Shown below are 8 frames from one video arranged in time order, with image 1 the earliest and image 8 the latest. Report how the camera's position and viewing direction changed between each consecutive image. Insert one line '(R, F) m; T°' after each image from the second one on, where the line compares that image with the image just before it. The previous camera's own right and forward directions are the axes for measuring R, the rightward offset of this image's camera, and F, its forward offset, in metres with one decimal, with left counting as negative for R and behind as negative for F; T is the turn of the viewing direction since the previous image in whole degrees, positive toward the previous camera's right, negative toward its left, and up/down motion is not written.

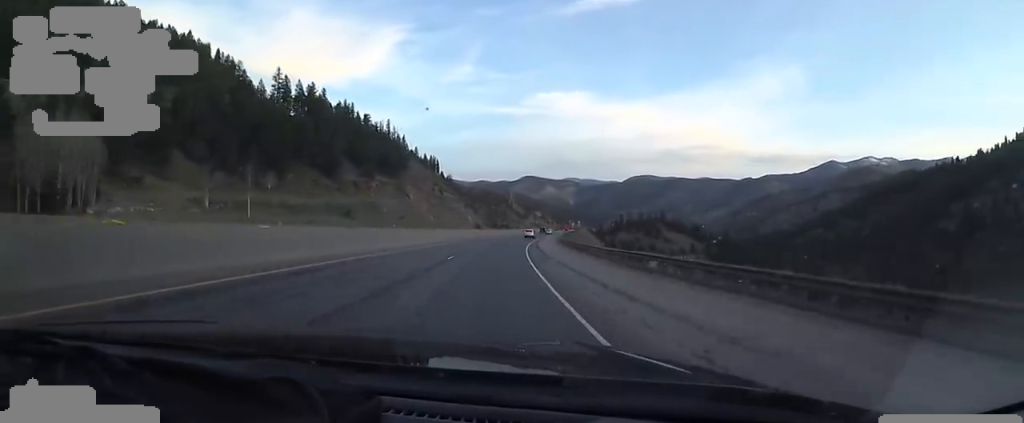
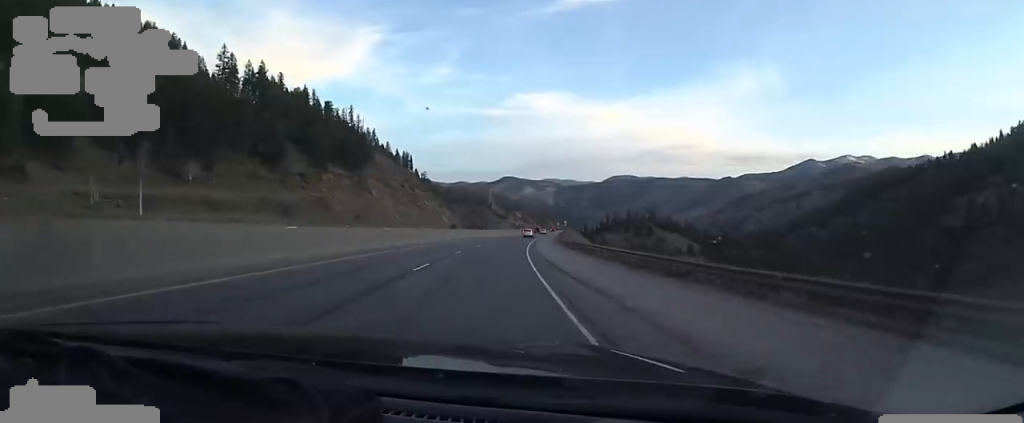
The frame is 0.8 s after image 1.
(+0.3, +24.5) m; +3°
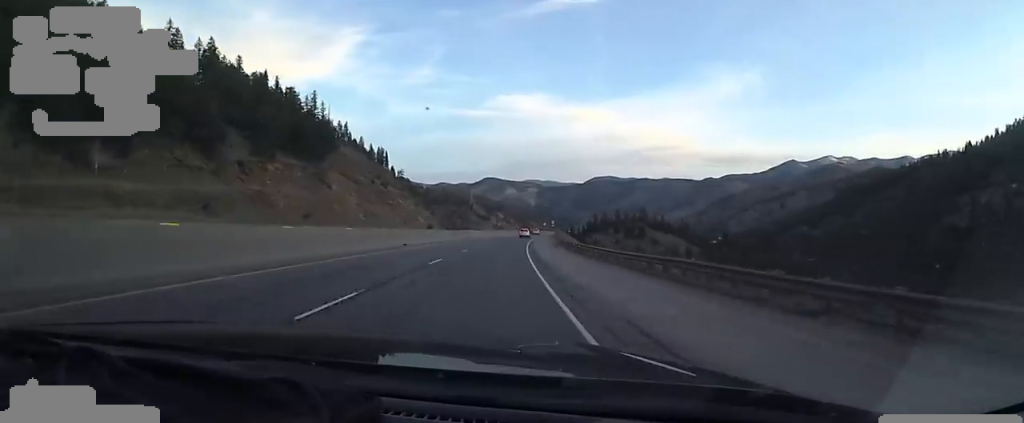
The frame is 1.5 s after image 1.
(+0.3, +20.4) m; +3°
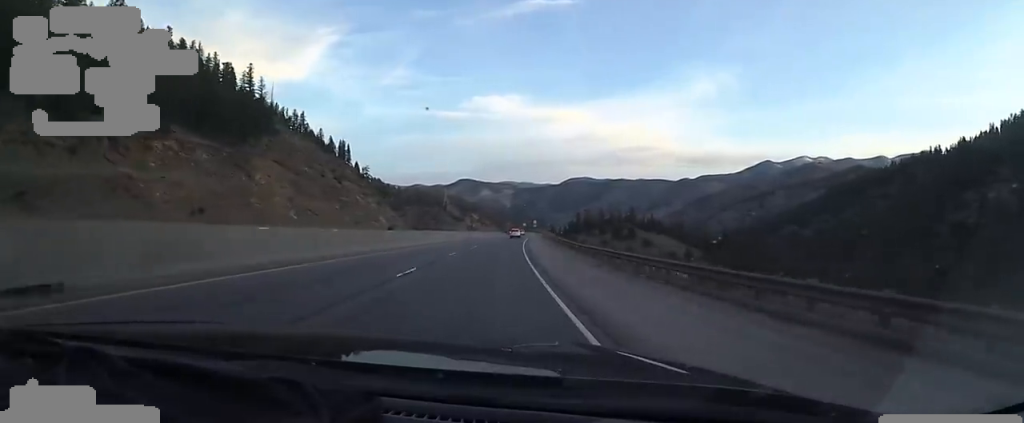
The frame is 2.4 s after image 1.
(+1.4, +28.6) m; +5°
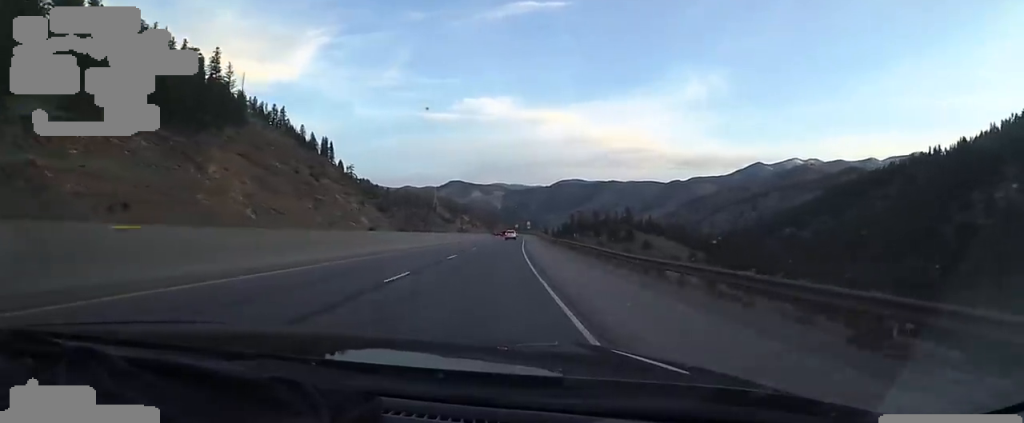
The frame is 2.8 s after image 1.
(+0.3, +13.3) m; +1°
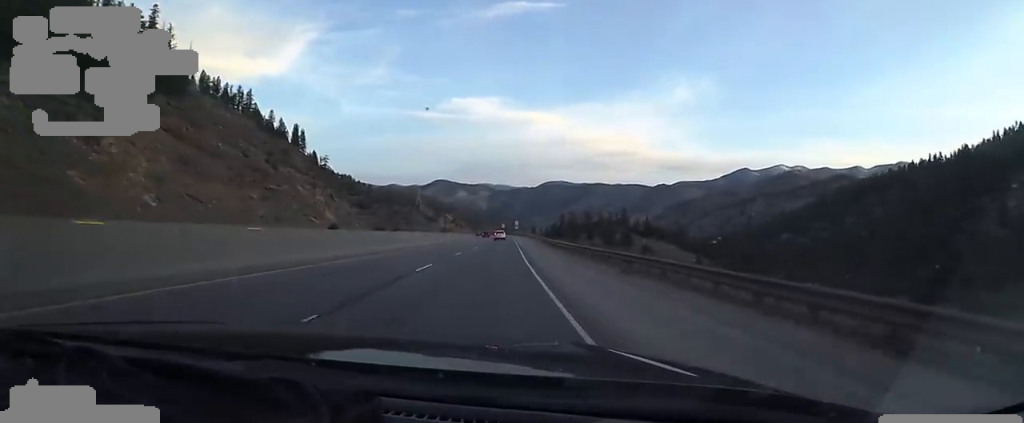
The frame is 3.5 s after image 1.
(+0.4, +21.4) m; +1°
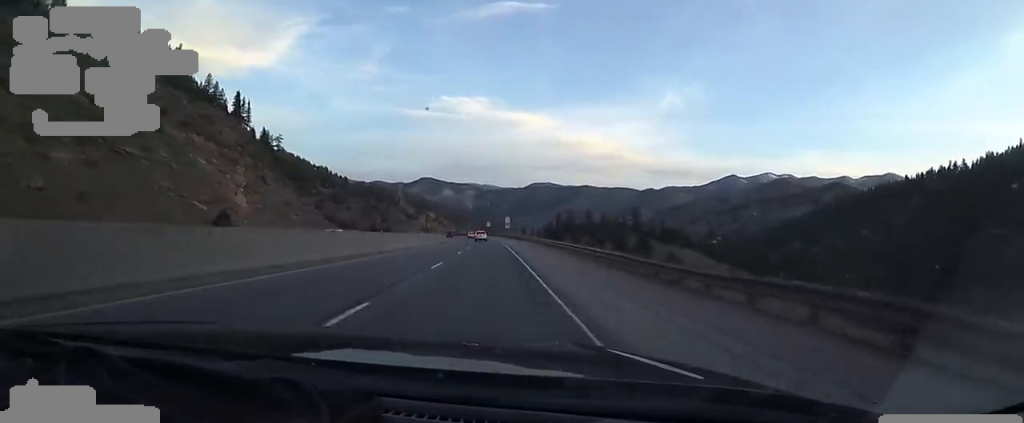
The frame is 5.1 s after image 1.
(-0.2, +46.2) m; 0°
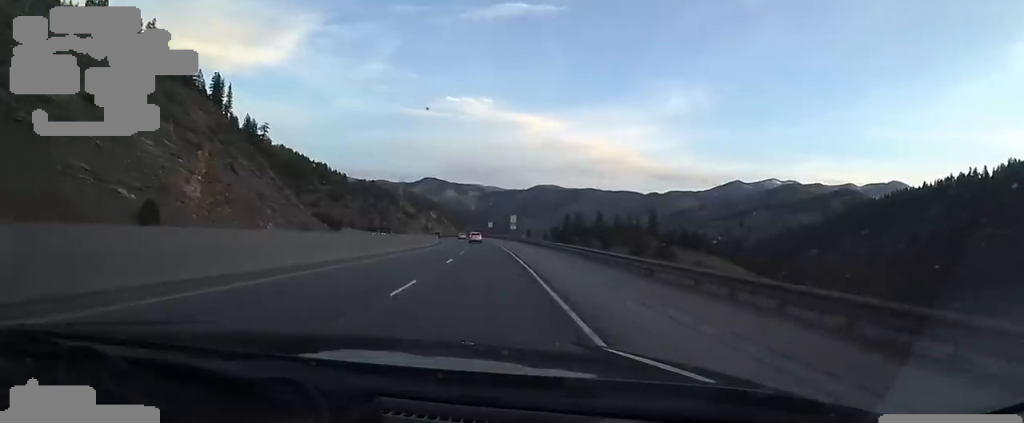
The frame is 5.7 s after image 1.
(+0.4, +19.4) m; -1°
